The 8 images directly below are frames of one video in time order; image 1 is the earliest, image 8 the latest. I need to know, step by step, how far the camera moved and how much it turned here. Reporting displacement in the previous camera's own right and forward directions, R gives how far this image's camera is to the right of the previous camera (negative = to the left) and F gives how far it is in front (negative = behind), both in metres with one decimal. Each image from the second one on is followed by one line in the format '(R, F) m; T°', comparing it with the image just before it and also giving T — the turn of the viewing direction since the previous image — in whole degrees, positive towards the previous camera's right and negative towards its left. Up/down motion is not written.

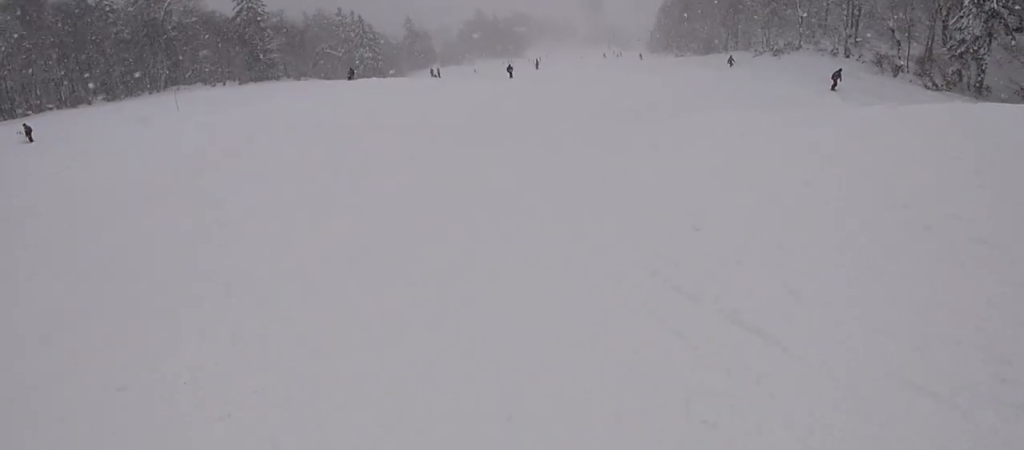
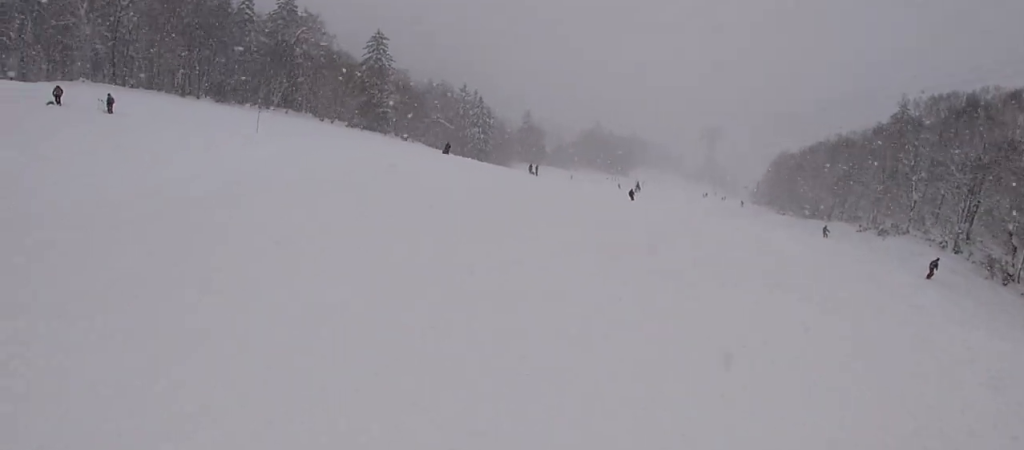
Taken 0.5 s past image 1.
(-0.1, +3.4) m; -6°
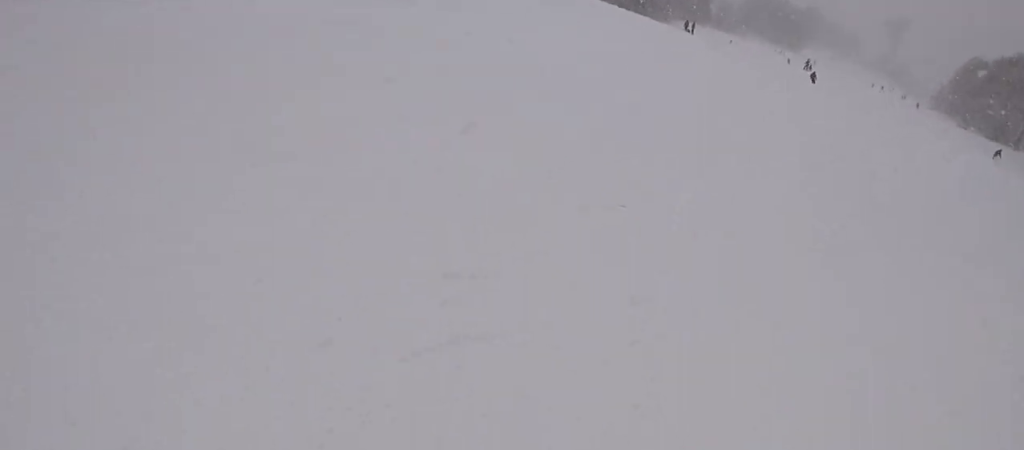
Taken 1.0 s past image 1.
(-0.8, +3.2) m; -11°
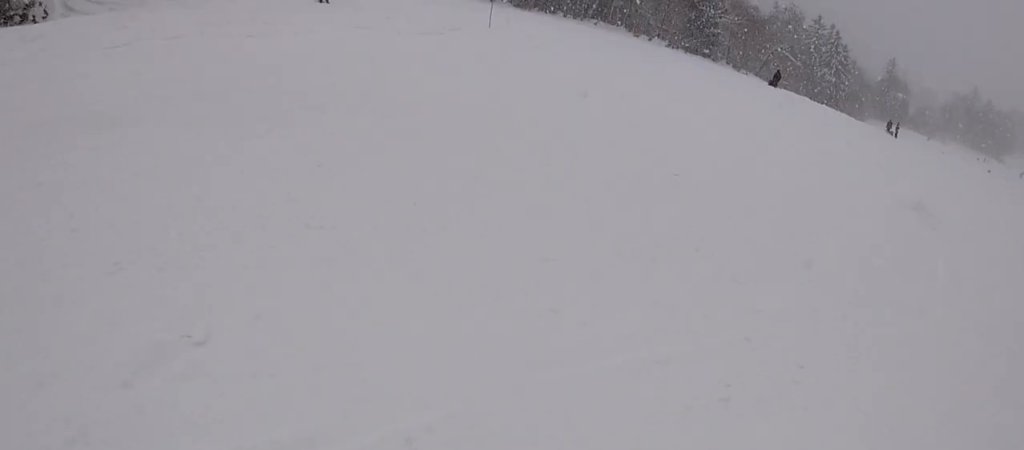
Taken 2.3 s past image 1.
(-1.1, +9.0) m; -7°
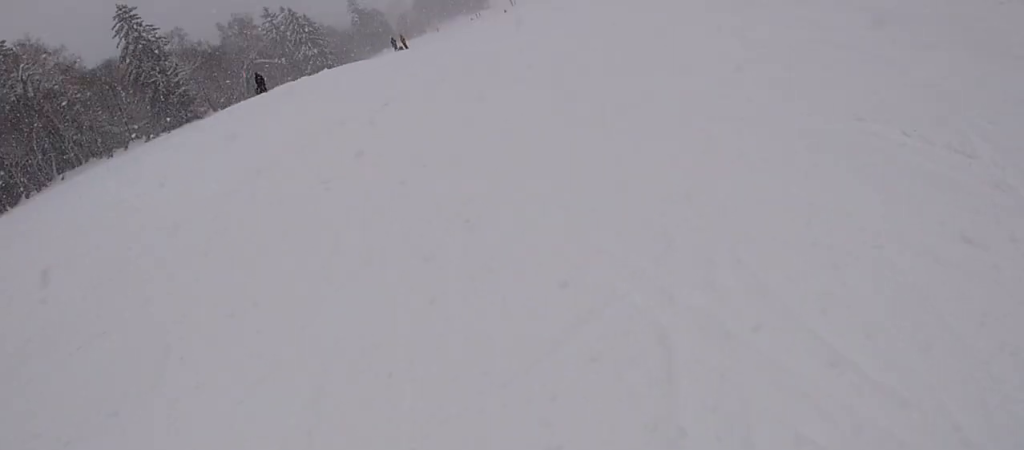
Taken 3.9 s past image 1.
(+1.8, +9.3) m; +24°
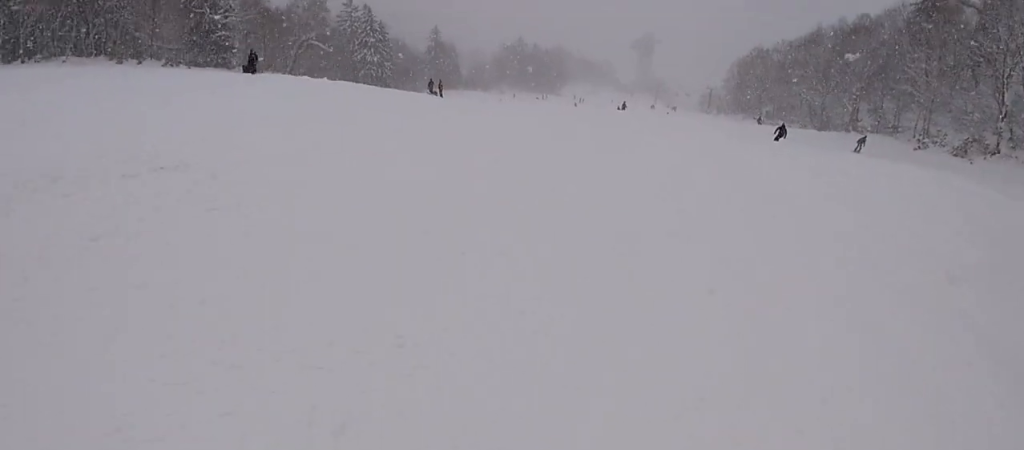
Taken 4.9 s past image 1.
(+0.6, +5.9) m; -4°
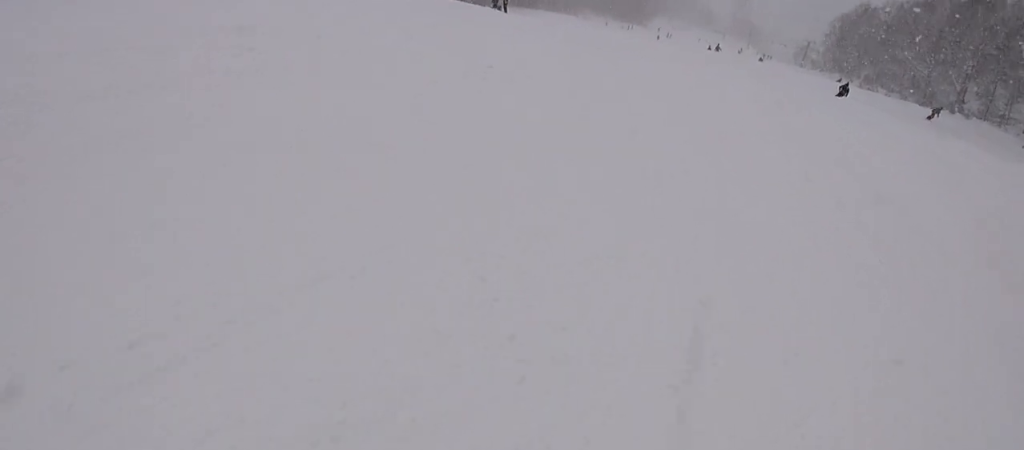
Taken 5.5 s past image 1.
(-0.1, +3.3) m; -6°
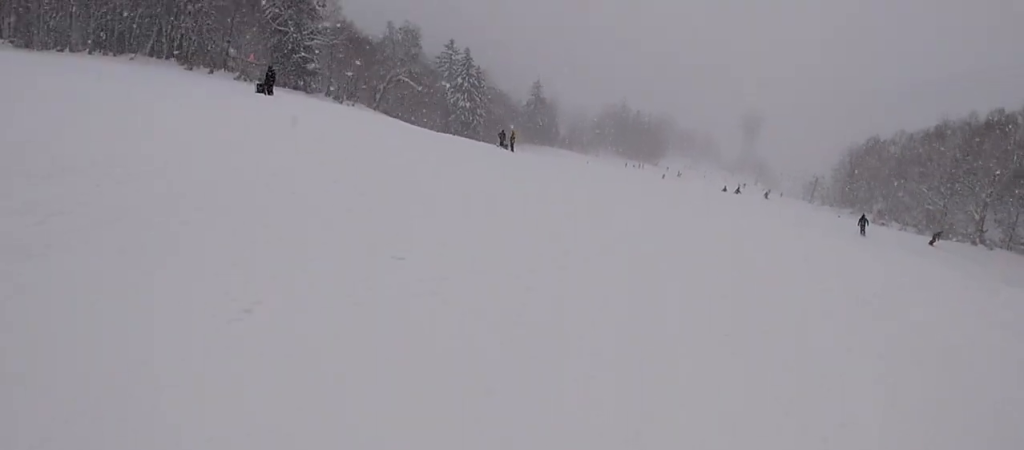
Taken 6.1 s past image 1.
(-1.0, +3.5) m; 0°
